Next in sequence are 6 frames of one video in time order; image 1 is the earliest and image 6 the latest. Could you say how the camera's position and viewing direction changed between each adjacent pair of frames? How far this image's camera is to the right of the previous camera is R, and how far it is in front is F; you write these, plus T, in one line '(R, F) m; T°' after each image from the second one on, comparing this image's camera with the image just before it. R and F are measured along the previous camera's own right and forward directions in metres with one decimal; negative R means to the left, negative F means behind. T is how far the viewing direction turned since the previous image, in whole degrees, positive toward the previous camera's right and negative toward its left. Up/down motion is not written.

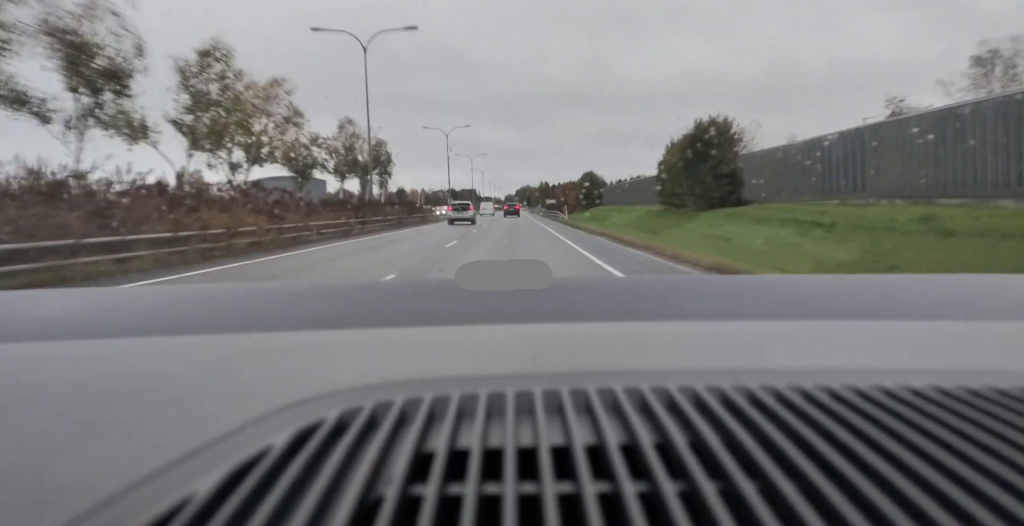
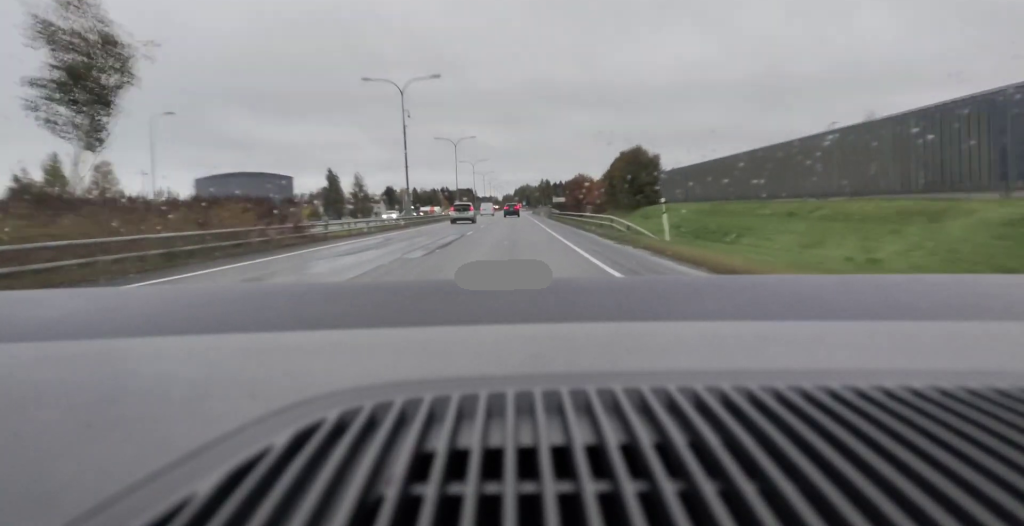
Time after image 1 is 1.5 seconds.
(-0.4, +37.8) m; 0°
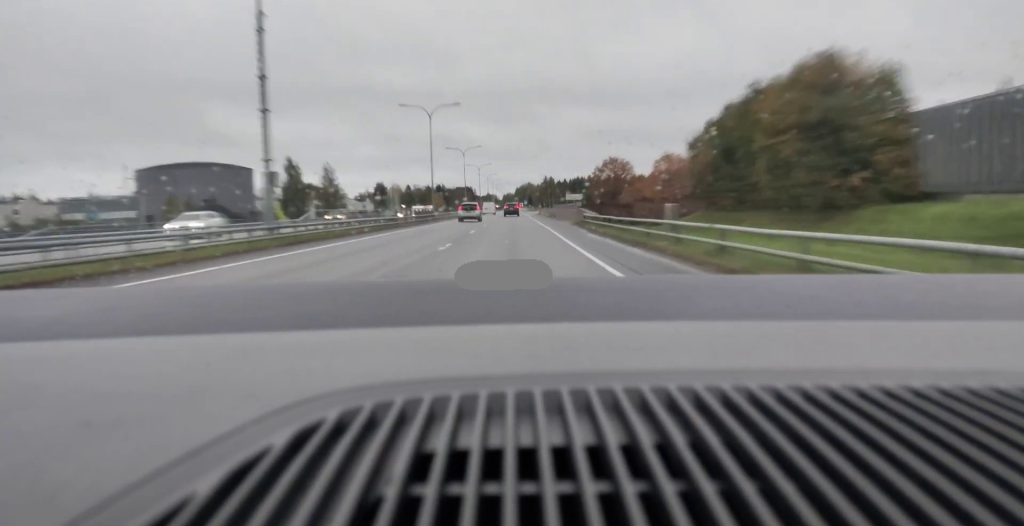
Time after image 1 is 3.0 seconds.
(+0.4, +36.1) m; 0°
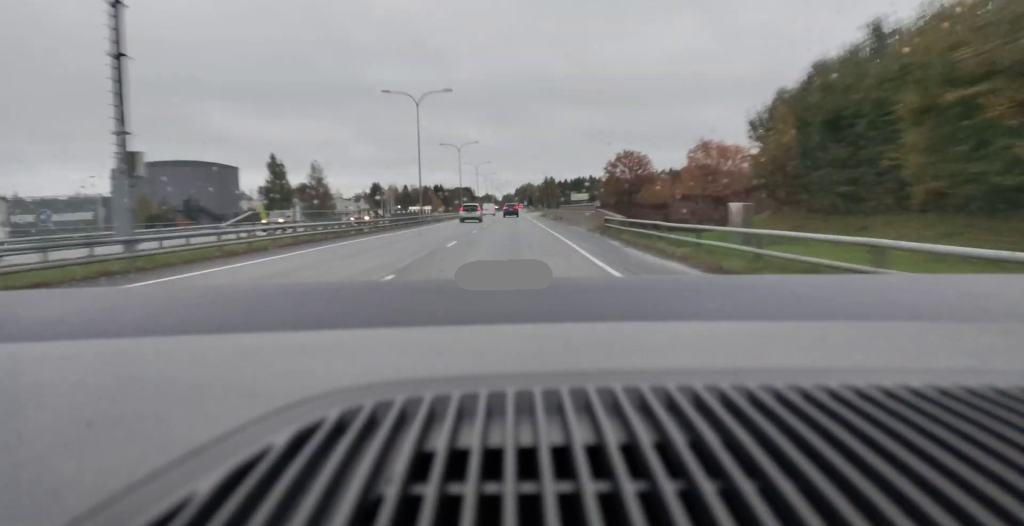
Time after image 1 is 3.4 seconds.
(0.0, +10.0) m; 0°
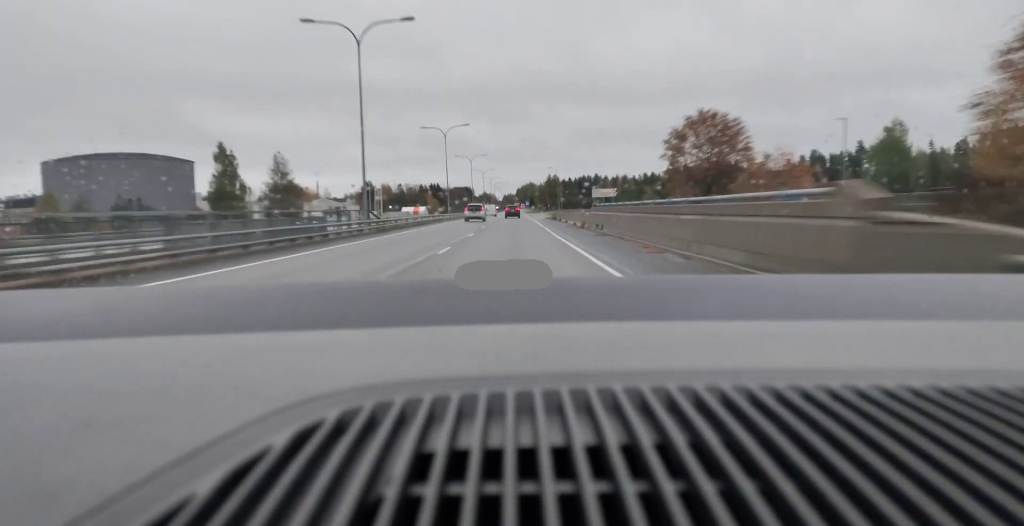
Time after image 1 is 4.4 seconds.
(-0.3, +26.7) m; 0°
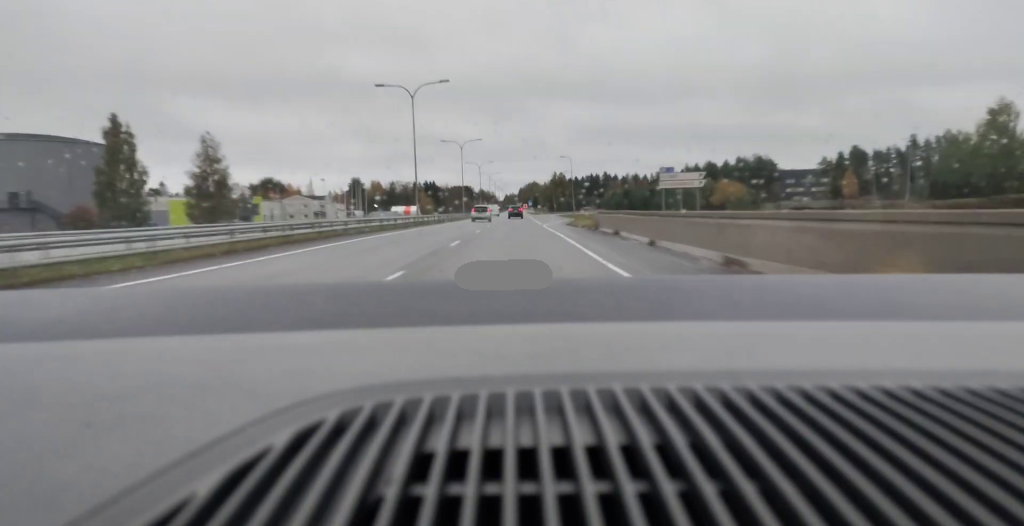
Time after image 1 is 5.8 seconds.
(0.0, +33.2) m; 0°
